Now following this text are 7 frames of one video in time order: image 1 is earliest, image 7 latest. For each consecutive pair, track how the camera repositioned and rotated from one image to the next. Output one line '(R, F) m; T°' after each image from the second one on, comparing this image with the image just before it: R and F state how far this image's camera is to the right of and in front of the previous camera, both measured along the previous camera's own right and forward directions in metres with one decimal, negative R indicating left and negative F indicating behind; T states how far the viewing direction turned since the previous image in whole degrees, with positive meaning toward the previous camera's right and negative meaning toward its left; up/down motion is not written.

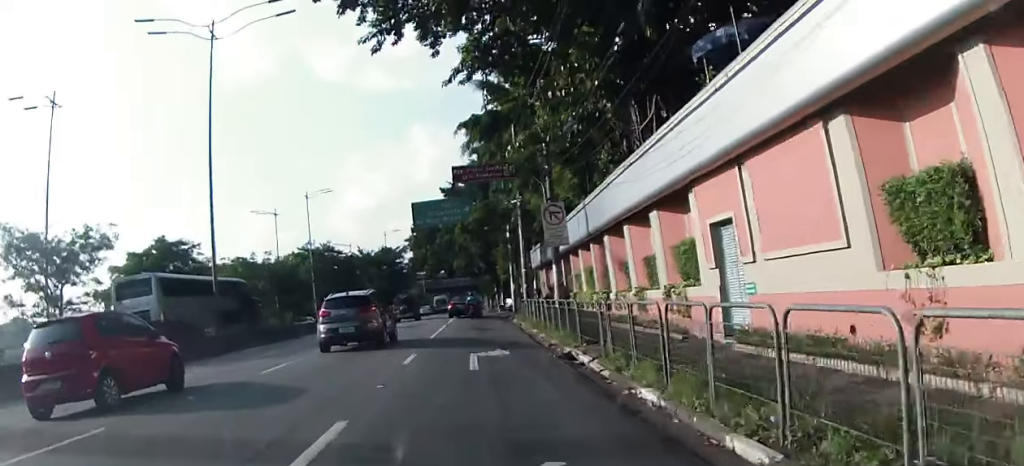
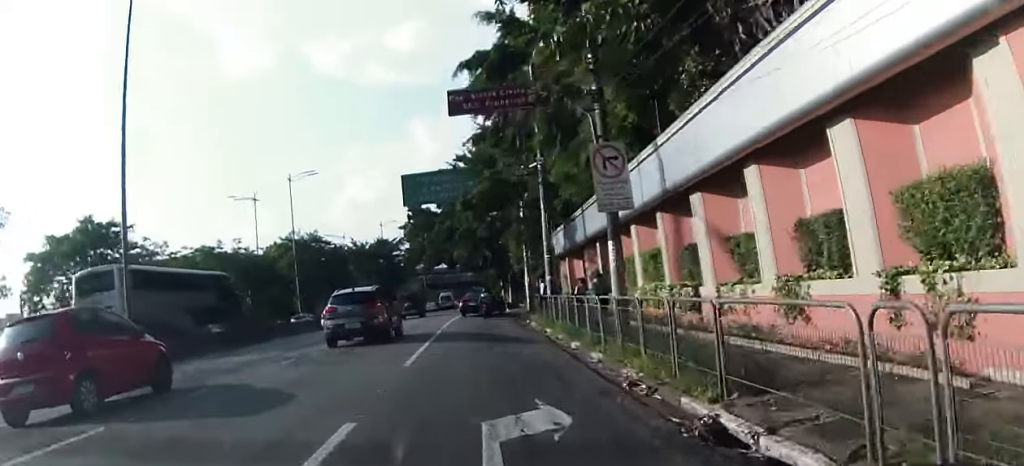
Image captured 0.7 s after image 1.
(0.0, +9.0) m; -1°
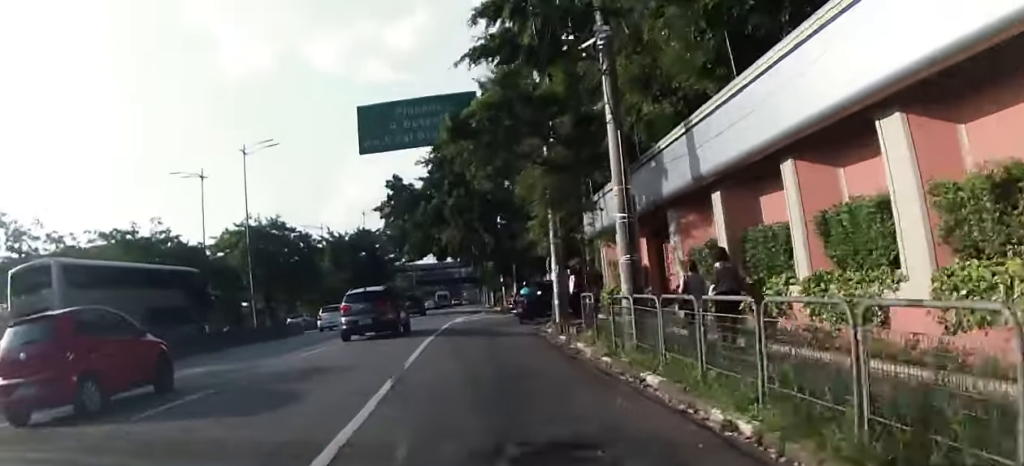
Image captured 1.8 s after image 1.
(-0.2, +13.6) m; -1°
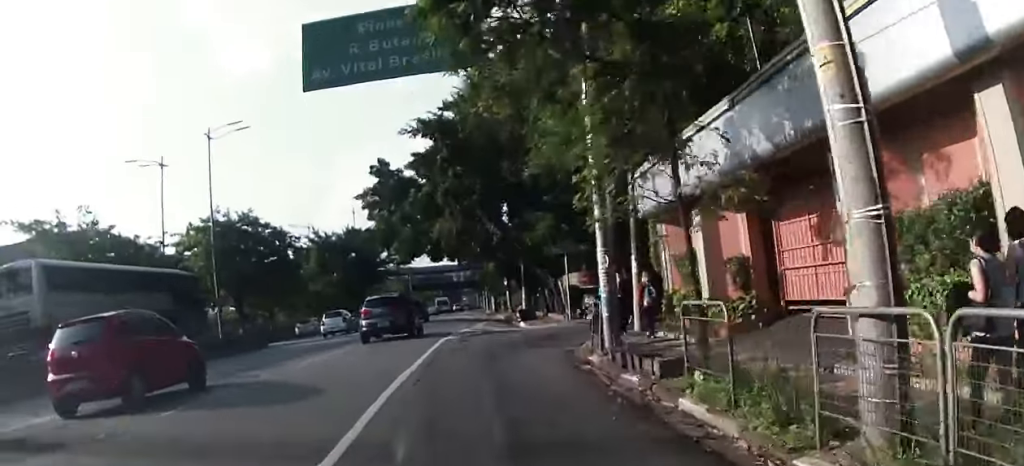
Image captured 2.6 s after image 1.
(0.0, +8.4) m; +2°
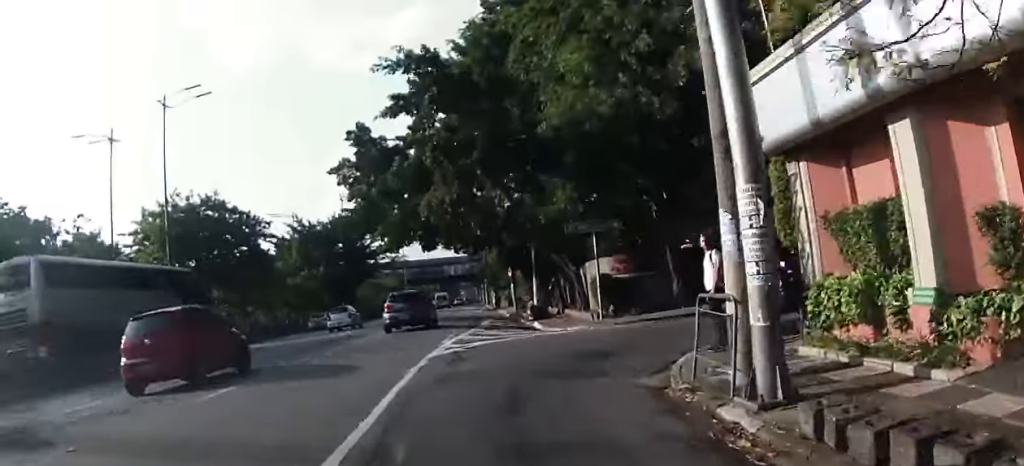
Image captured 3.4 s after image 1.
(+0.3, +7.6) m; 0°
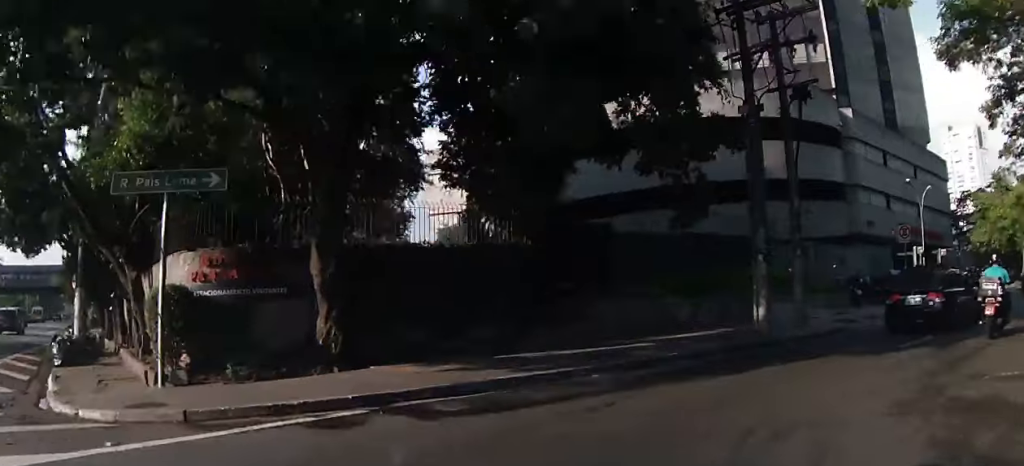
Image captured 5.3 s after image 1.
(+2.2, +13.7) m; +37°
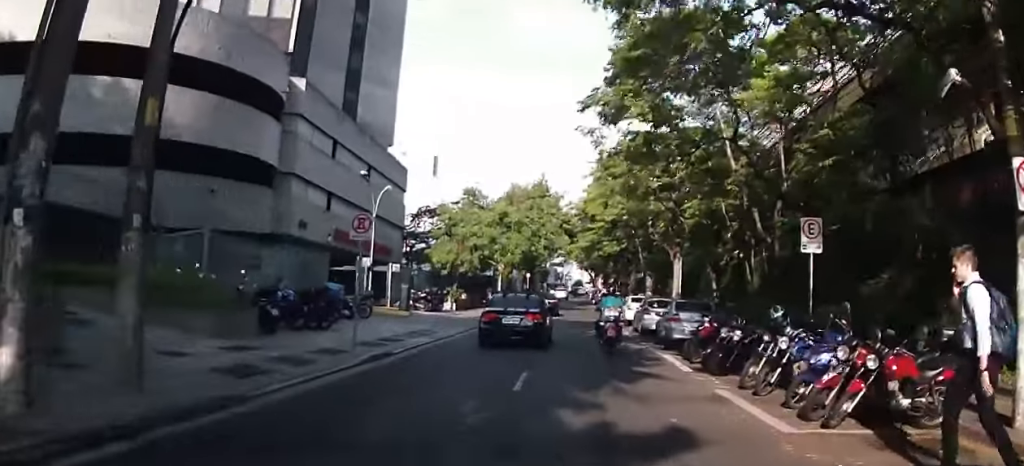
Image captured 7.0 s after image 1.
(+3.8, +9.1) m; +38°
